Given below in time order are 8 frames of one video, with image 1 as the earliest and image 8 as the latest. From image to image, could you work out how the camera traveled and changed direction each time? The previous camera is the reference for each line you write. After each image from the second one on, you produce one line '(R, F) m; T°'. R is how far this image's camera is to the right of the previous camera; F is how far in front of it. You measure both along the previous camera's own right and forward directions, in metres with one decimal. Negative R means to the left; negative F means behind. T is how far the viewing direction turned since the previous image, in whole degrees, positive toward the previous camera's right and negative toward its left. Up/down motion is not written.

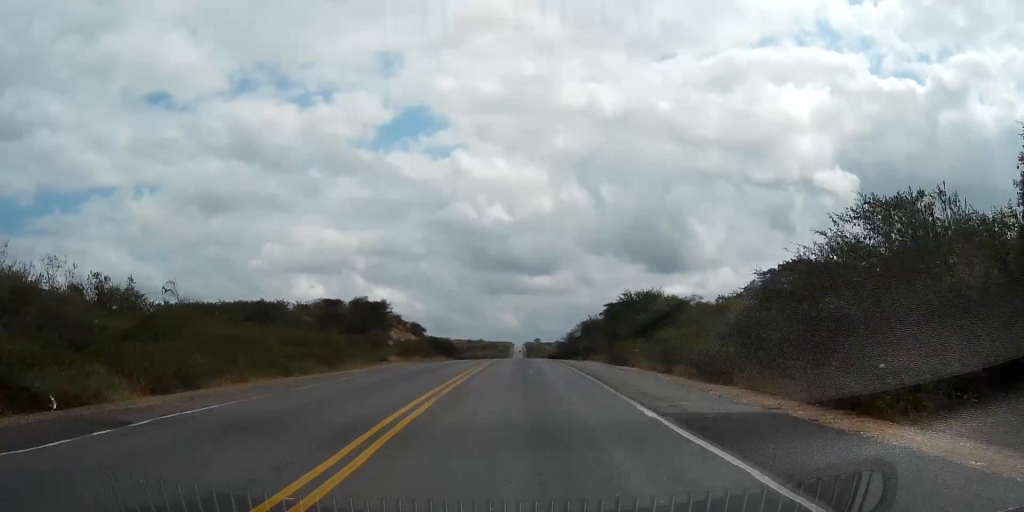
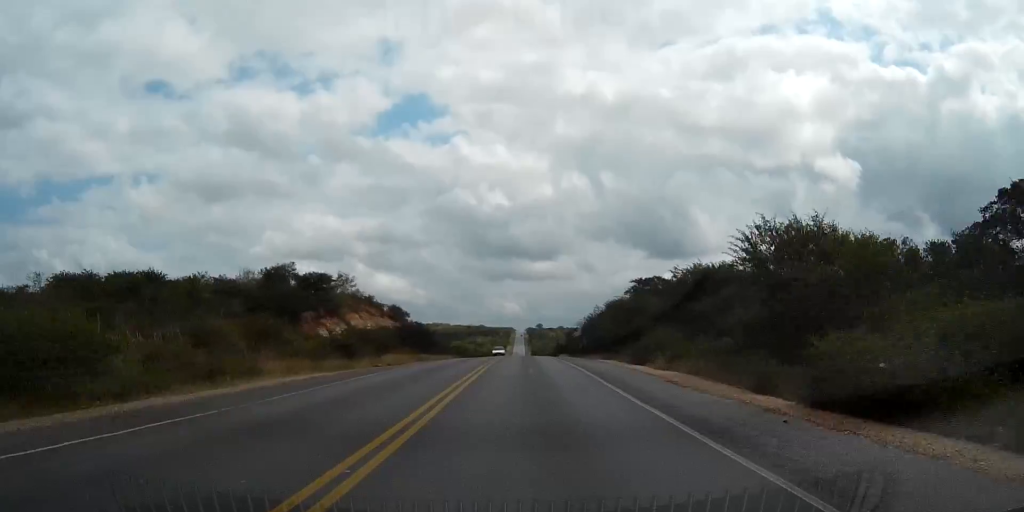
(0.0, +28.1) m; 0°
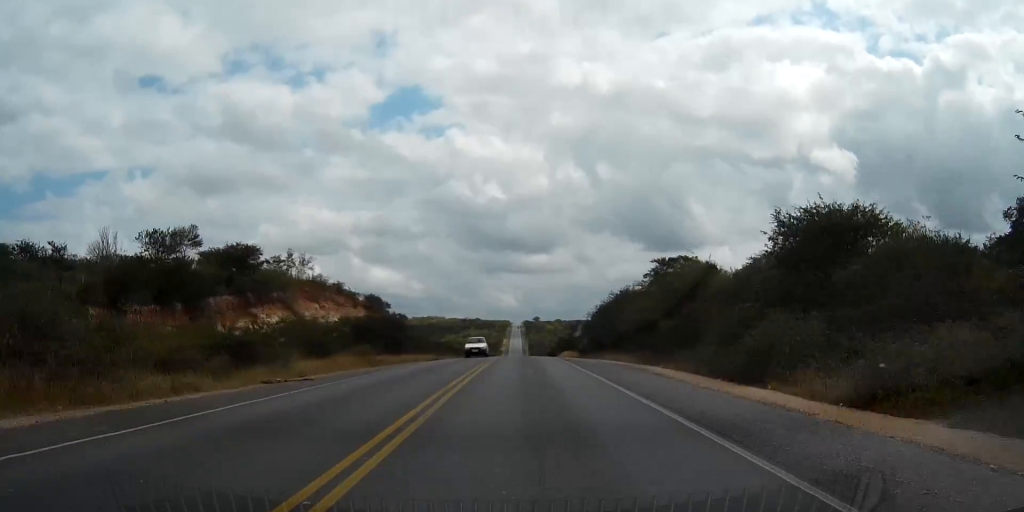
(0.0, +17.5) m; 0°
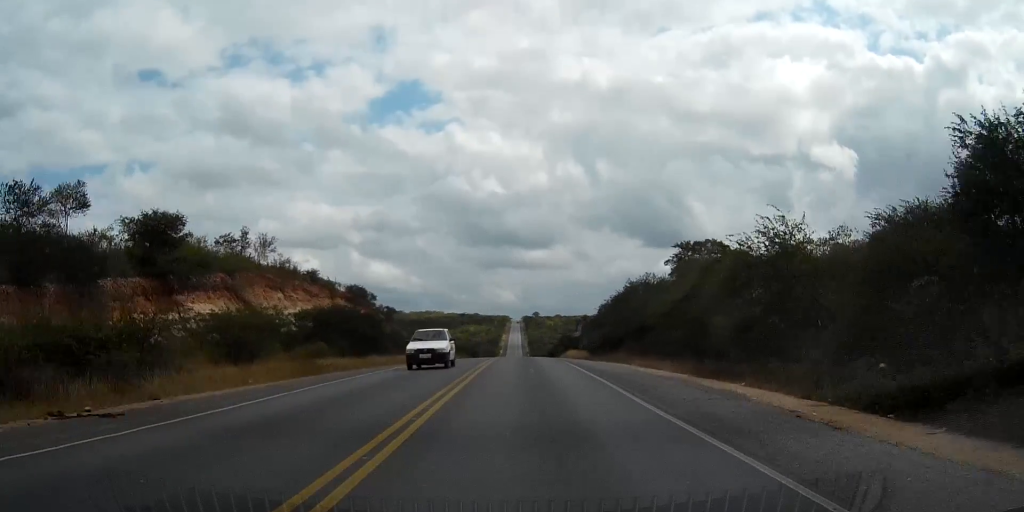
(0.0, +11.7) m; 0°
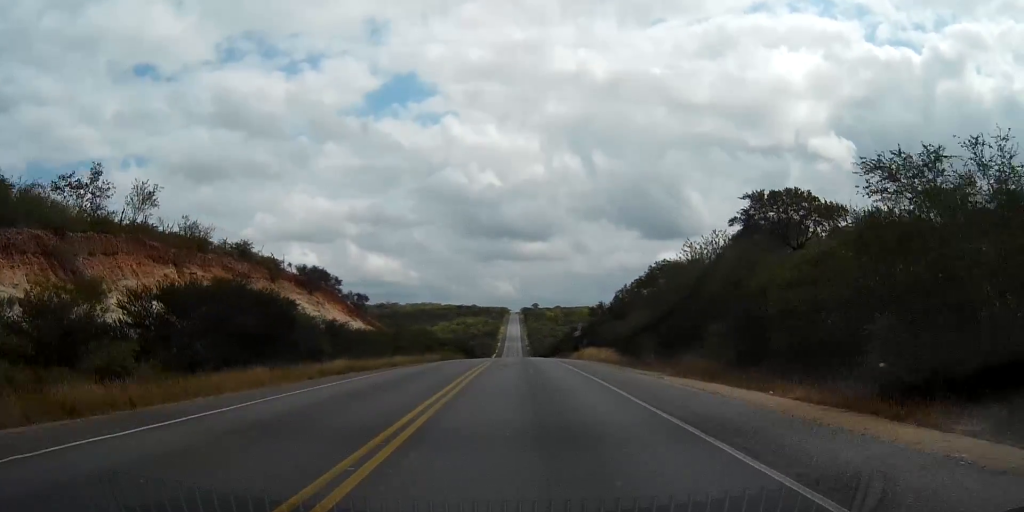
(0.0, +21.7) m; 0°
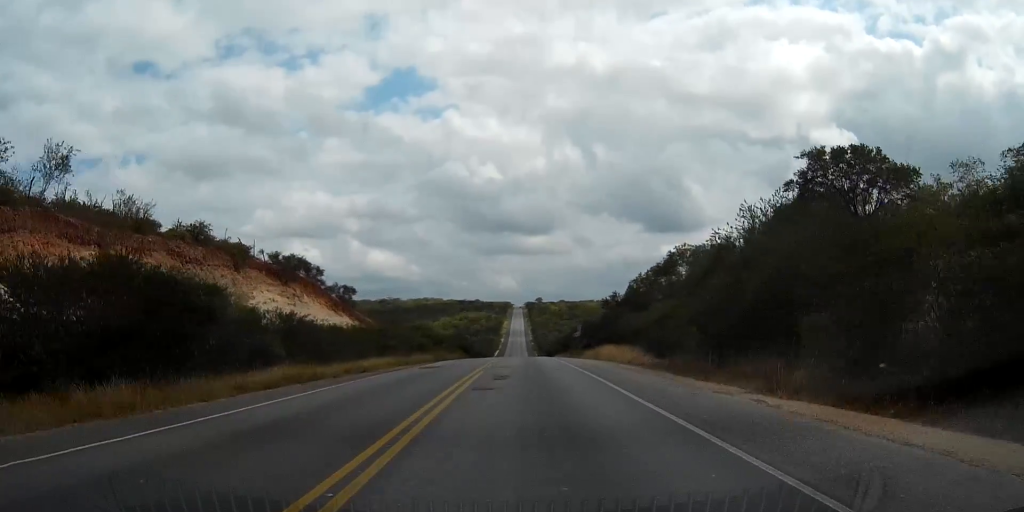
(0.0, +9.9) m; 0°
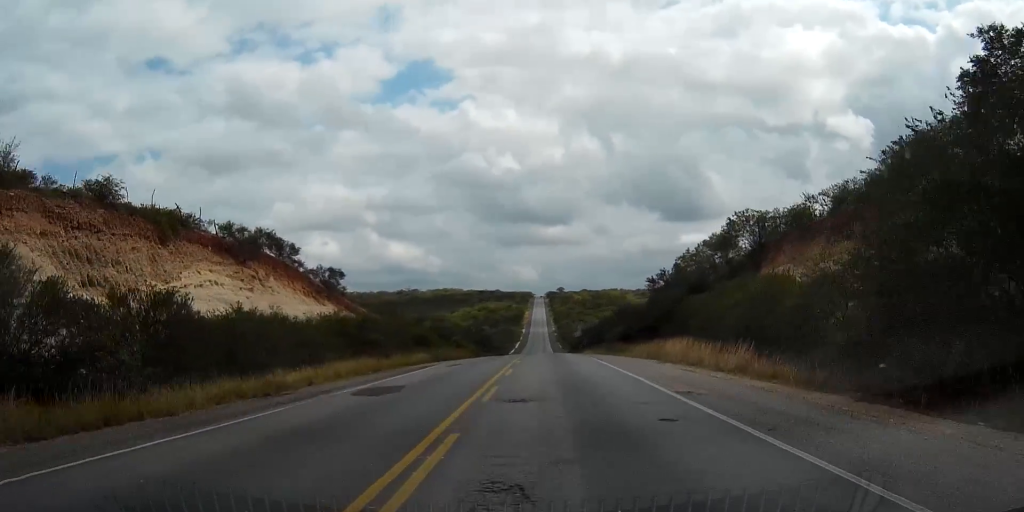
(0.0, +16.1) m; 0°
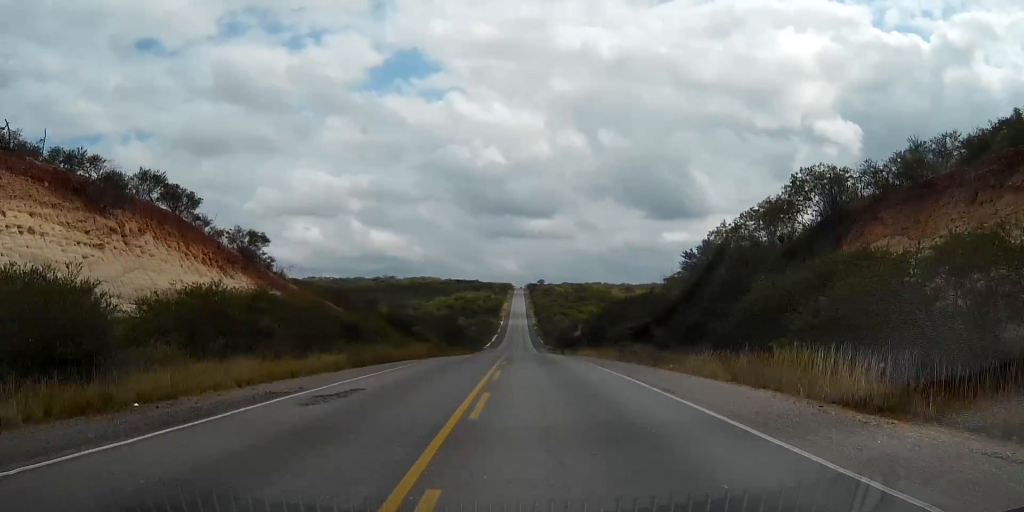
(+0.1, +18.7) m; 0°
